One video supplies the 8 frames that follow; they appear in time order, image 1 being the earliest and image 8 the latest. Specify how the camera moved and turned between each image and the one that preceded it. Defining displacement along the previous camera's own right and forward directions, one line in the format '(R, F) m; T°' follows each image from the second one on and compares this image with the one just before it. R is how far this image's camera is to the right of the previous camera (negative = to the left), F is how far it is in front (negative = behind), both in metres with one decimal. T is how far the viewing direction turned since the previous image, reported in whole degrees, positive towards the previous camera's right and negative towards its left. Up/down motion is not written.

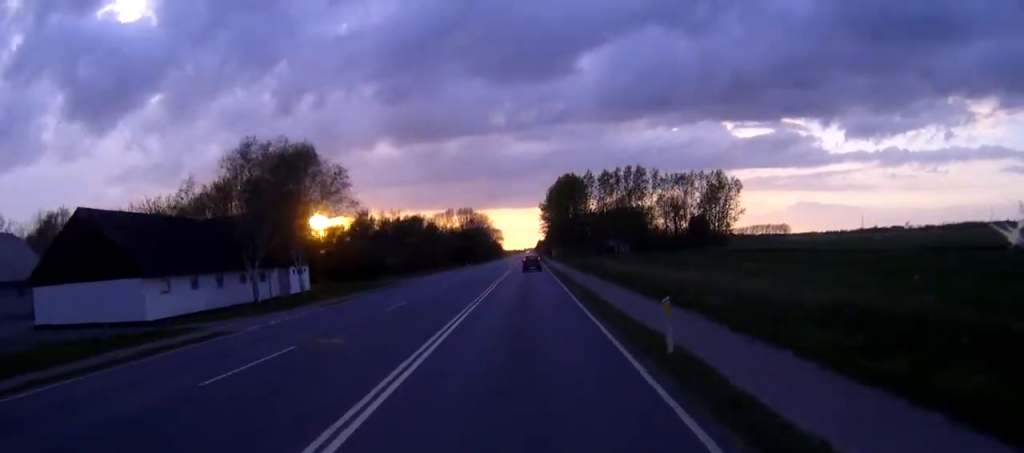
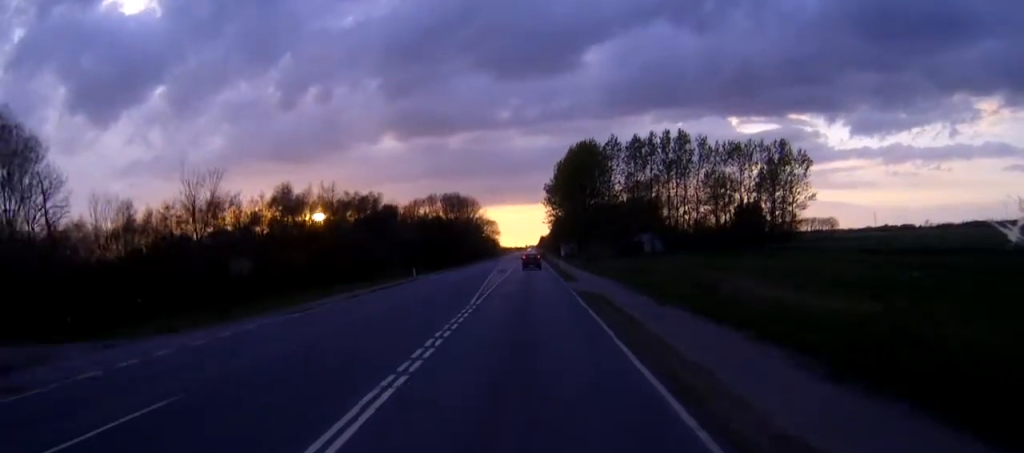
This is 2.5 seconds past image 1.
(-0.1, +51.8) m; 0°
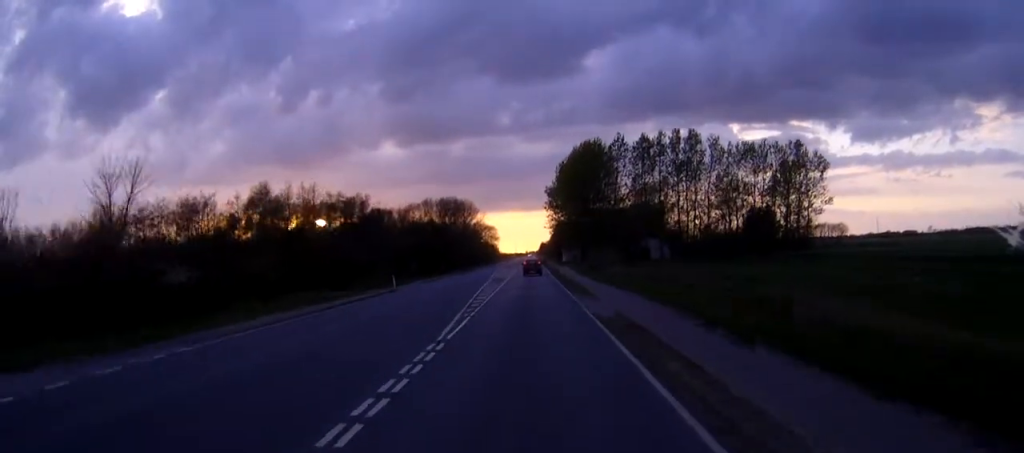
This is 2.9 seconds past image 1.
(0.0, +9.2) m; 0°
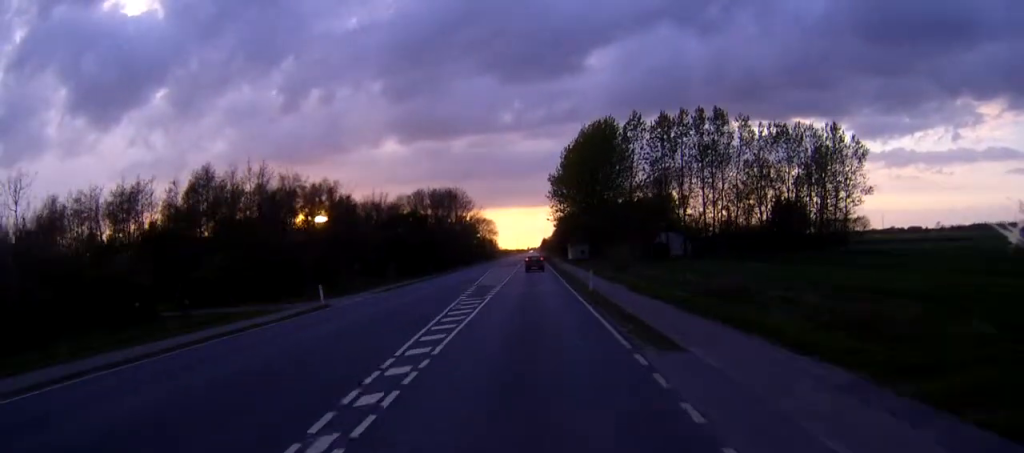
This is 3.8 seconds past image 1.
(+0.1, +18.4) m; 0°
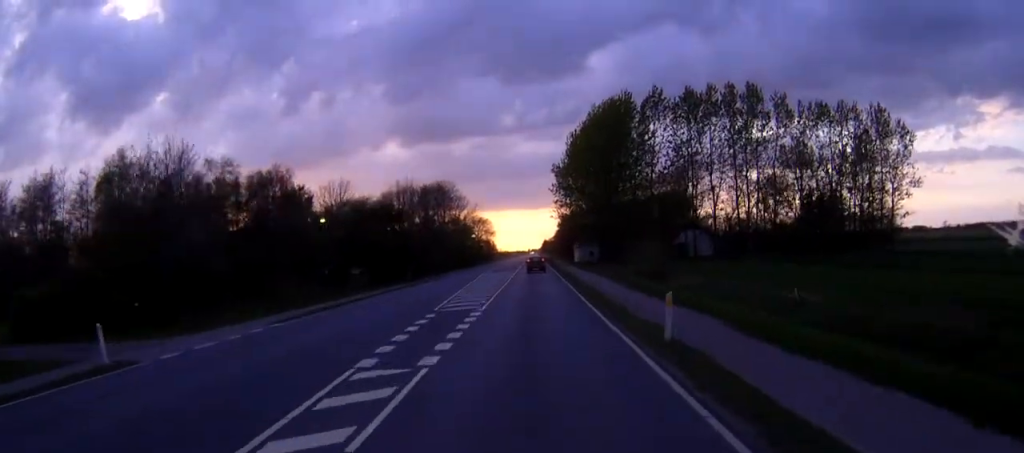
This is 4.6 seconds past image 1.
(0.0, +18.4) m; 0°
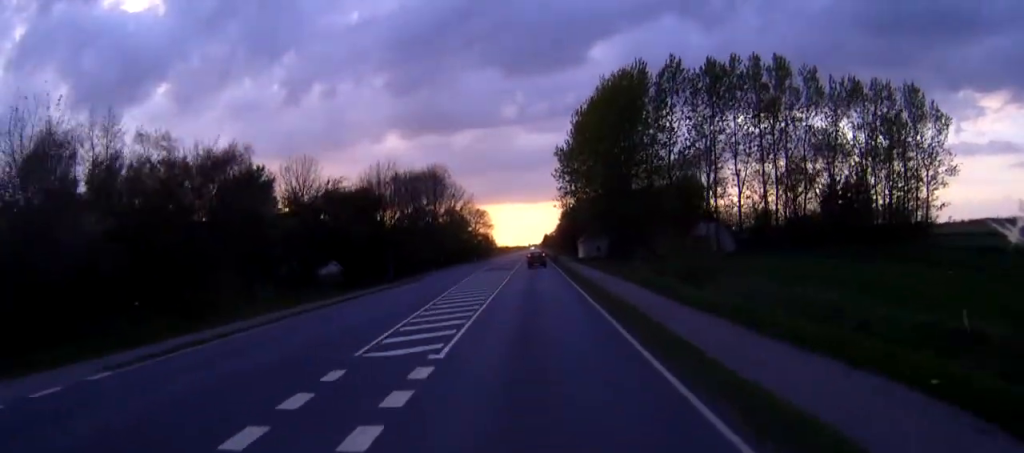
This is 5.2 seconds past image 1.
(0.0, +11.3) m; 0°
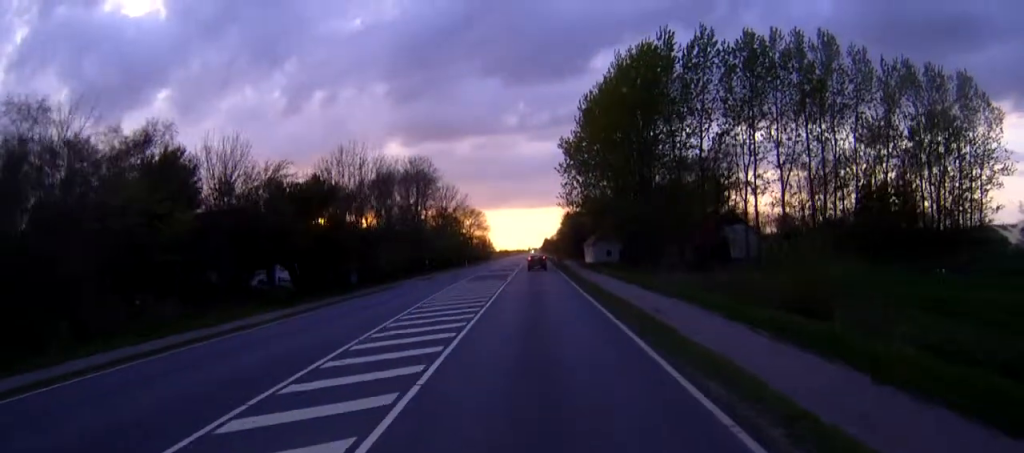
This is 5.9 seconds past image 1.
(-0.1, +14.7) m; 0°
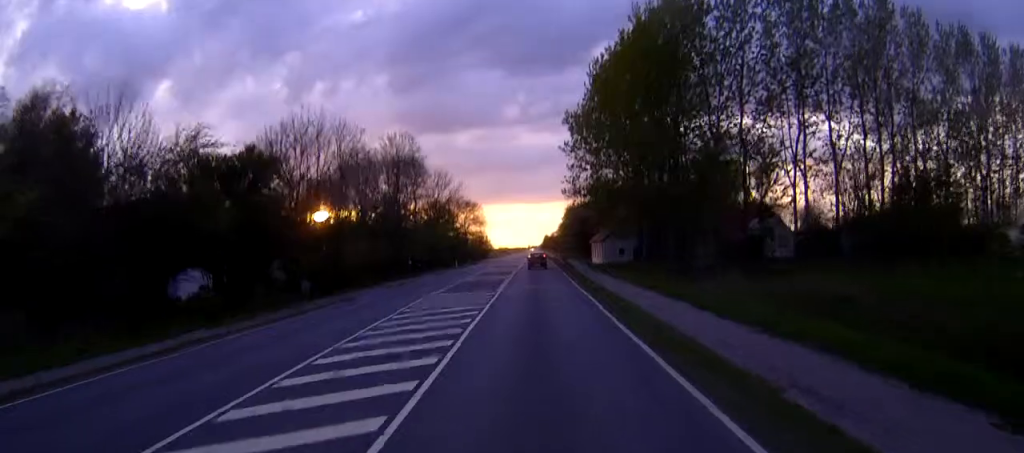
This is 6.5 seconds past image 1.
(0.0, +12.6) m; 0°
